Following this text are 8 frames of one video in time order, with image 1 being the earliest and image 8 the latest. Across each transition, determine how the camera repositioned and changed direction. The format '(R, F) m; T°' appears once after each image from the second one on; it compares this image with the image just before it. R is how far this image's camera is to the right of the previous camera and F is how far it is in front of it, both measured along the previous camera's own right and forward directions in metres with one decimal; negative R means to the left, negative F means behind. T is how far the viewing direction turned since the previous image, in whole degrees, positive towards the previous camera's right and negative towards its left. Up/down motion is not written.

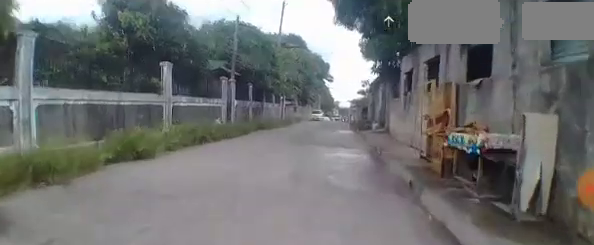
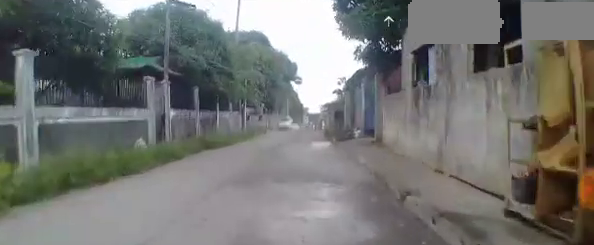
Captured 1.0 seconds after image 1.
(+0.1, +3.7) m; +4°
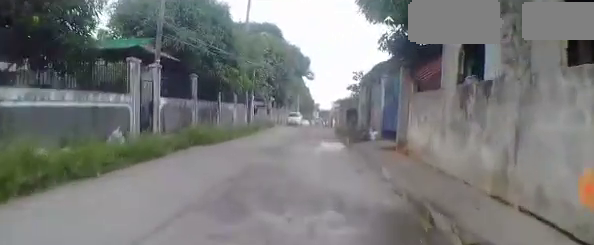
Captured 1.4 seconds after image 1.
(+0.1, +1.4) m; +1°
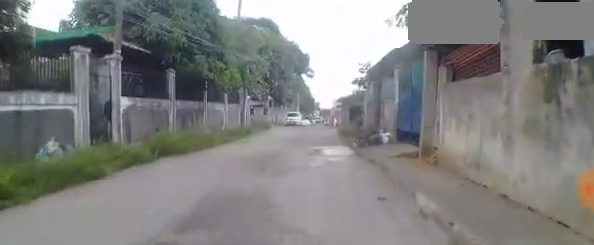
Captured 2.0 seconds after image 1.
(0.0, +1.9) m; +1°
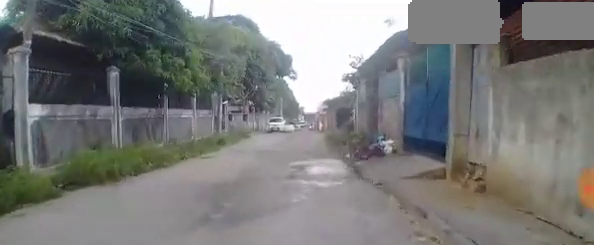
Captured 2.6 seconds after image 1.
(0.0, +1.7) m; -4°
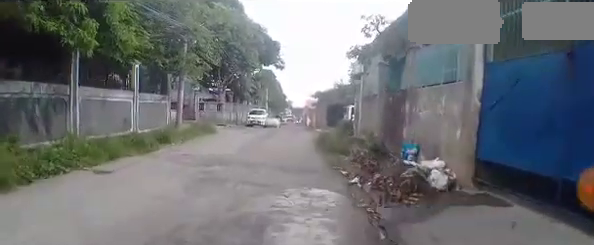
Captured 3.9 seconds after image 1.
(-0.3, +3.0) m; -8°
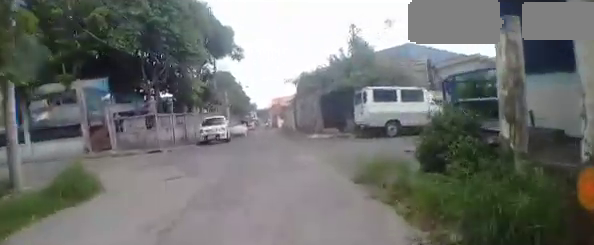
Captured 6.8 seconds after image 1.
(+1.1, +7.5) m; +9°
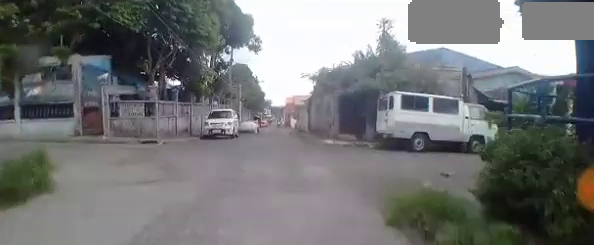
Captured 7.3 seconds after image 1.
(-0.1, +1.5) m; -3°
